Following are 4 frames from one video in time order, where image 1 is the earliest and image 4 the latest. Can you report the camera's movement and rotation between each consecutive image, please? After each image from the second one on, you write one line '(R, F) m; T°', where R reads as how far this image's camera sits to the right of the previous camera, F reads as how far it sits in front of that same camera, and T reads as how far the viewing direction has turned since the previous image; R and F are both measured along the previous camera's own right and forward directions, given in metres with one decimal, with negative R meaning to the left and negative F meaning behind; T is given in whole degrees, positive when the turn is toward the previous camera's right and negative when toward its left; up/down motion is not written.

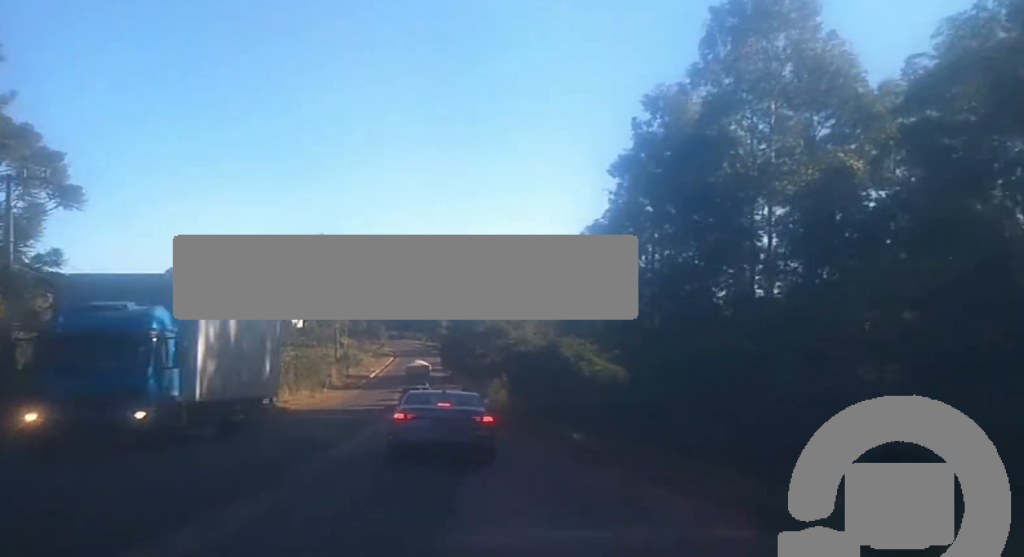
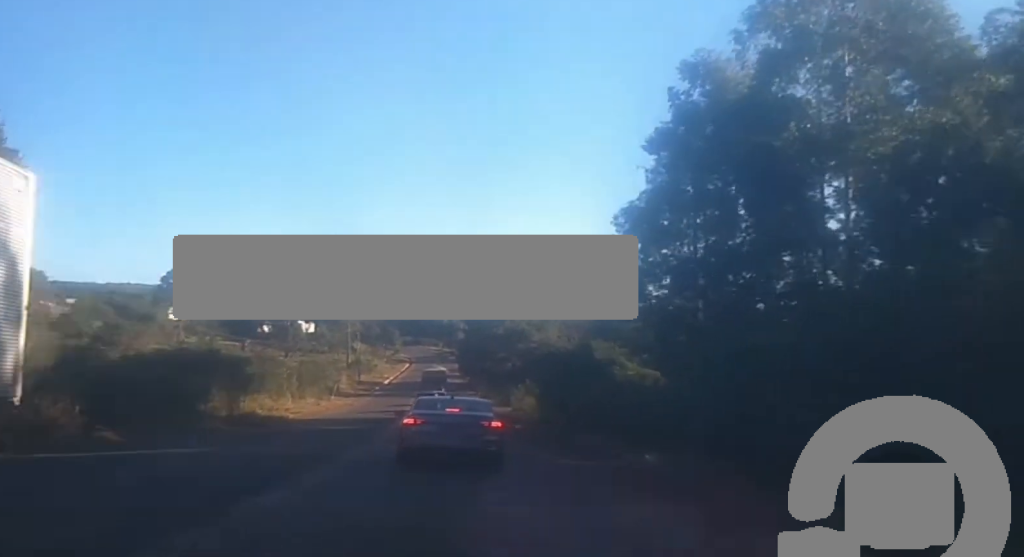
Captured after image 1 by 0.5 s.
(0.0, +9.0) m; 0°
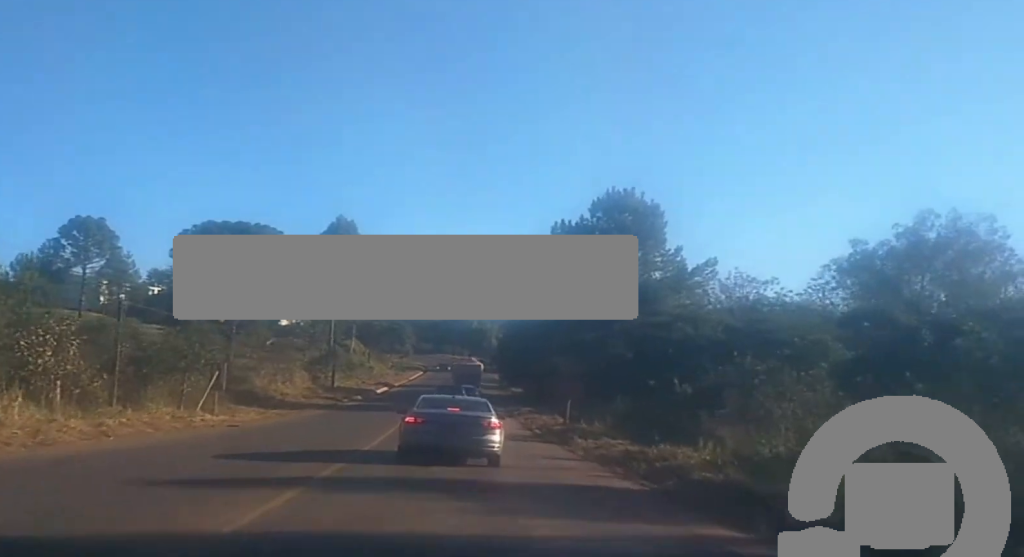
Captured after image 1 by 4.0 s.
(-1.0, +57.6) m; -6°
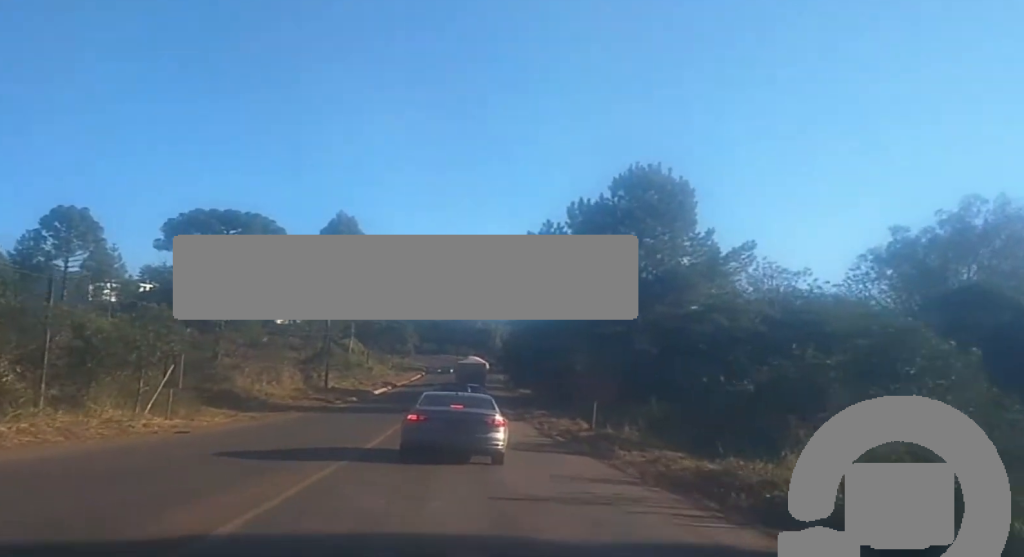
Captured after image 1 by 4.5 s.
(-0.2, +6.9) m; 0°
